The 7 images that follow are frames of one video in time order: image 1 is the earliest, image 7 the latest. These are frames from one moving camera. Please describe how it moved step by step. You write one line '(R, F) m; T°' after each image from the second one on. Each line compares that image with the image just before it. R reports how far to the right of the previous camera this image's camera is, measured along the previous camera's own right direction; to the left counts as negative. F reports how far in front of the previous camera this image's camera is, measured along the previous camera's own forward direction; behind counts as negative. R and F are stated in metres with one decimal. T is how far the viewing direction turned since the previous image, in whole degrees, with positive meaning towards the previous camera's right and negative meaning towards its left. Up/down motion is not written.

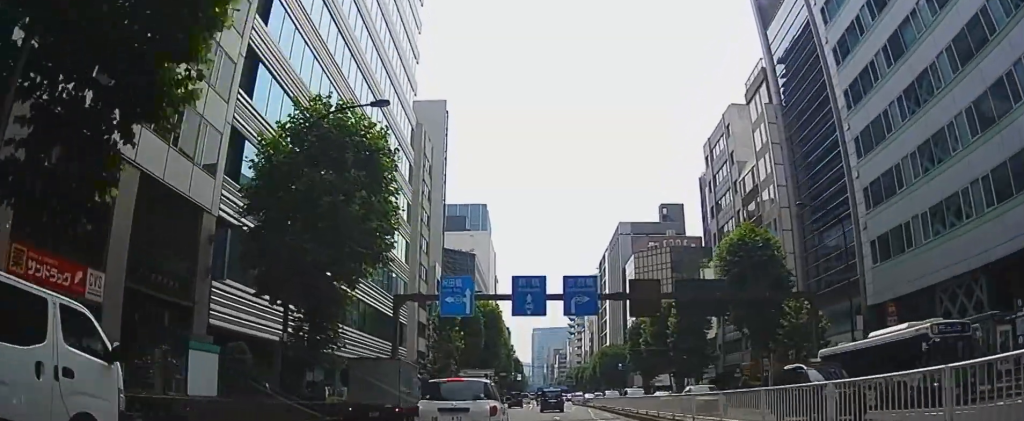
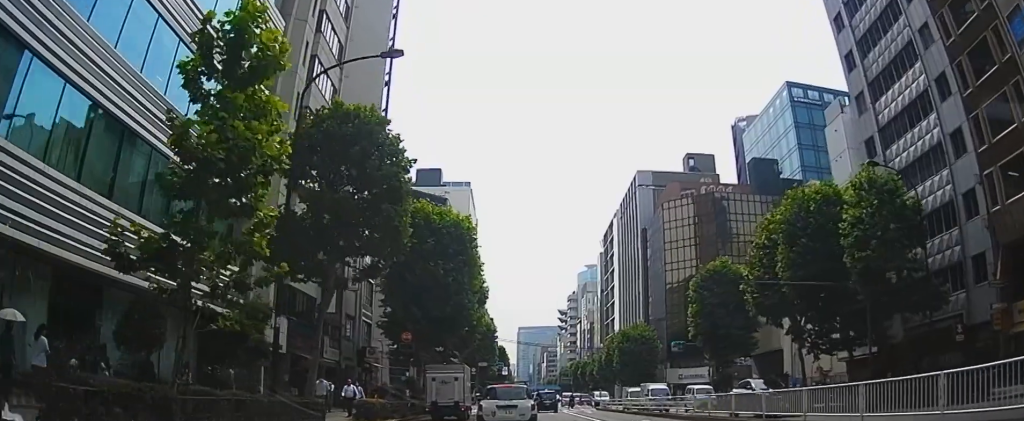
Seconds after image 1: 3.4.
(-2.3, +39.6) m; -5°
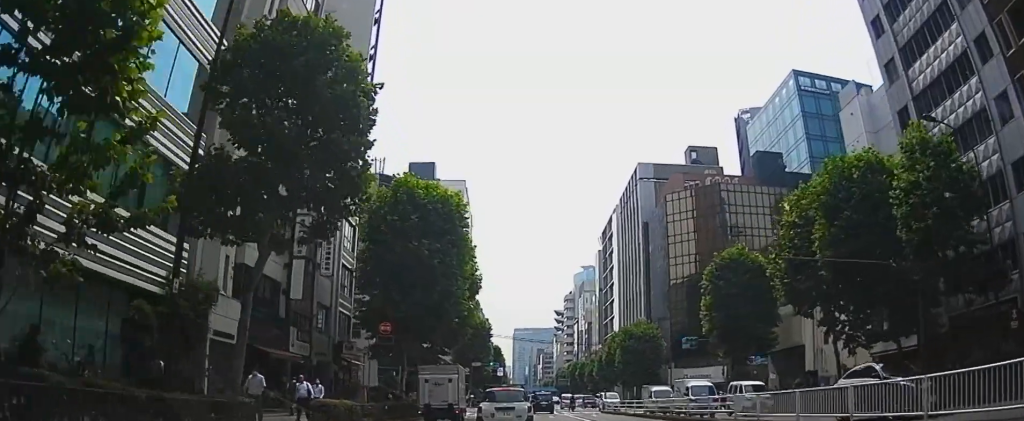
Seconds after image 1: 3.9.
(-0.2, +5.2) m; 0°
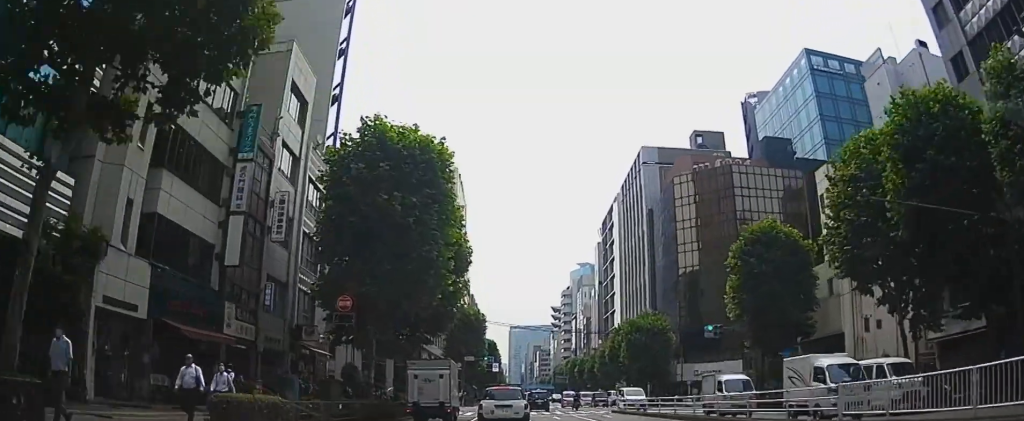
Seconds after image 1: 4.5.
(0.0, +7.0) m; +1°
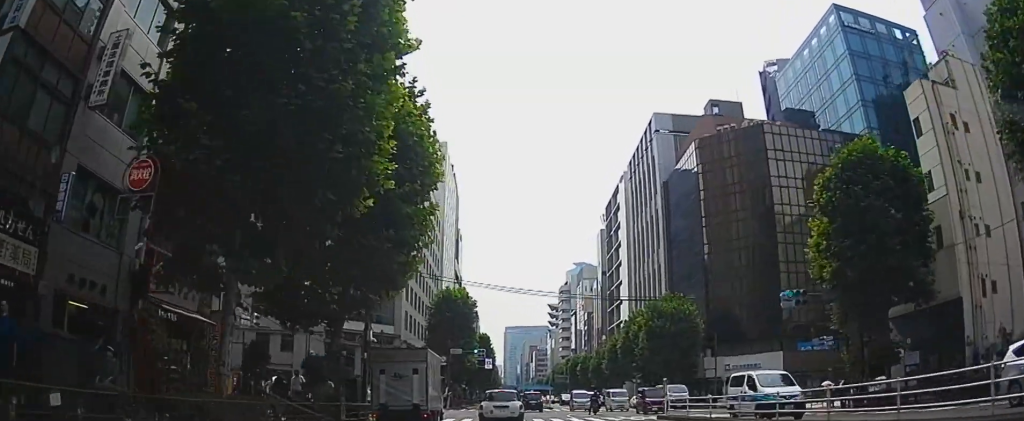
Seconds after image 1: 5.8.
(+0.3, +14.0) m; +2°
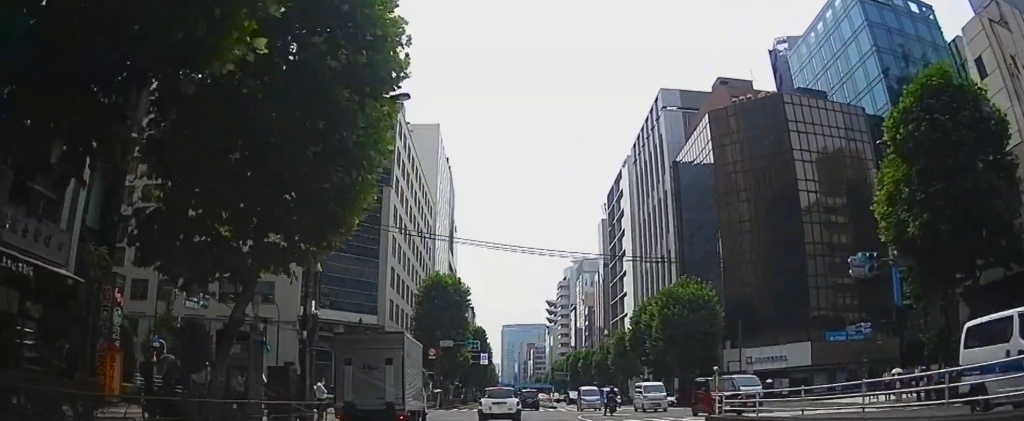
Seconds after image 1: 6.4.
(0.0, +7.8) m; +1°
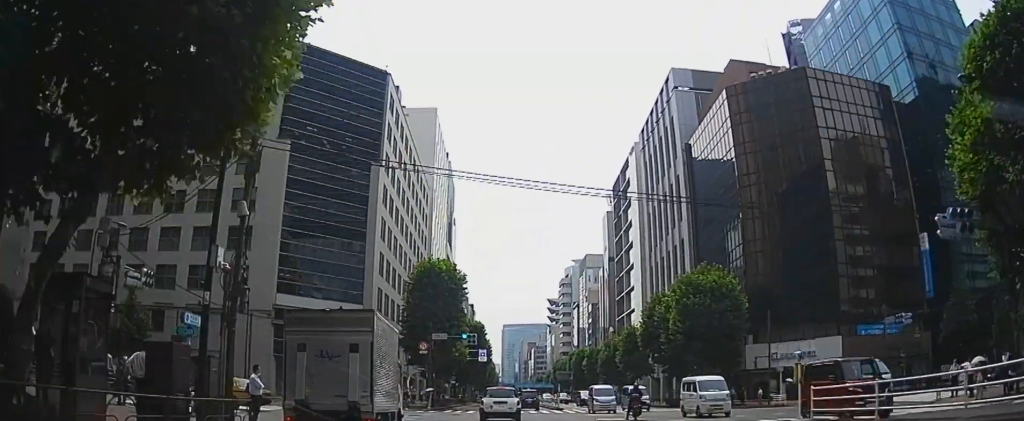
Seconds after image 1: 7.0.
(+0.3, +6.4) m; 0°
